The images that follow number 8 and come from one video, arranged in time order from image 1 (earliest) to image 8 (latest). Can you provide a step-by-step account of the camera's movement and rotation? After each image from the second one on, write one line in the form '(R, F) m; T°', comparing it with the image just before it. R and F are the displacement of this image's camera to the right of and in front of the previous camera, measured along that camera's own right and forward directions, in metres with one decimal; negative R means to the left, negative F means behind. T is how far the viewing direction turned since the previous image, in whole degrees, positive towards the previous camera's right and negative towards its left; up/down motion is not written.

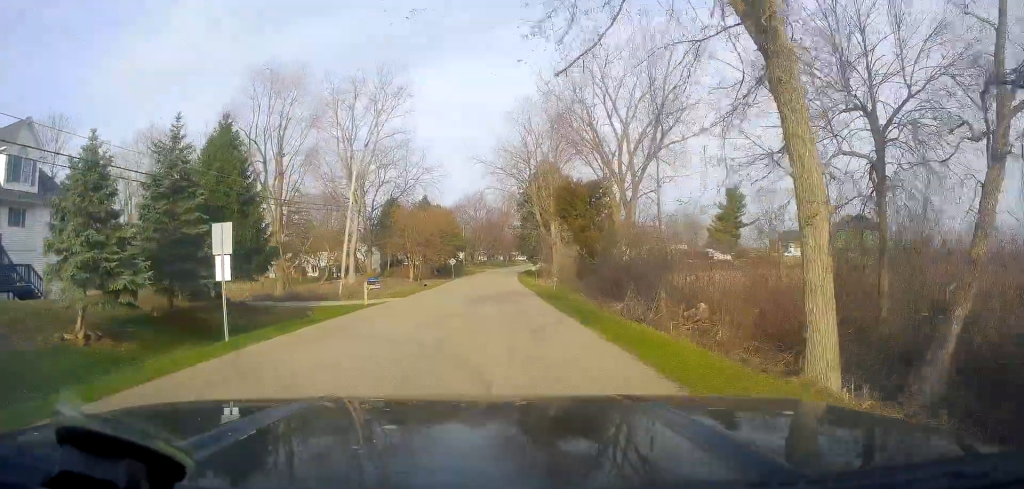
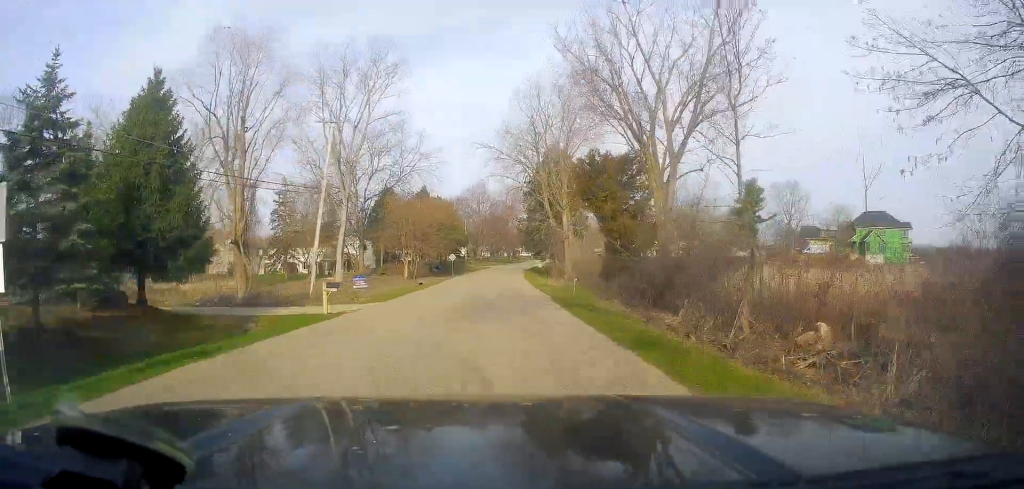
(-0.1, +7.9) m; -1°
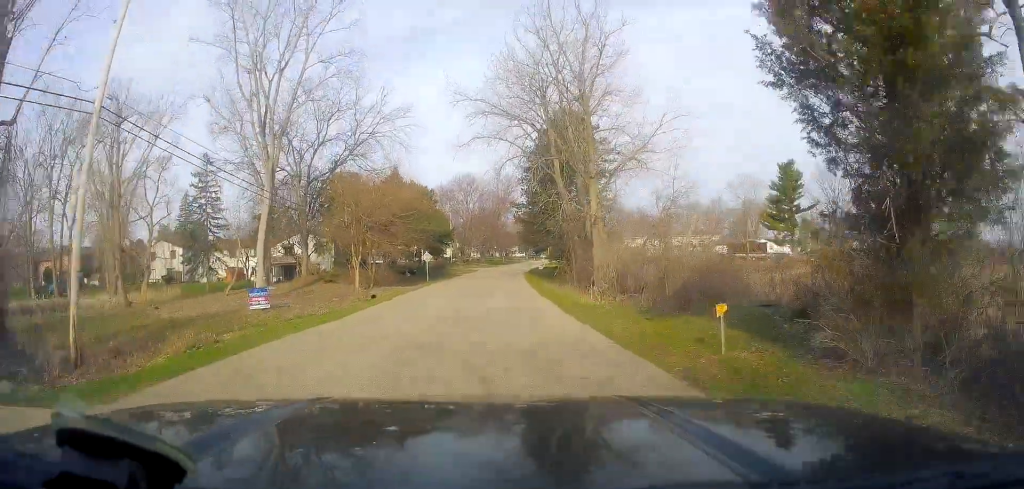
(0.0, +21.9) m; +1°
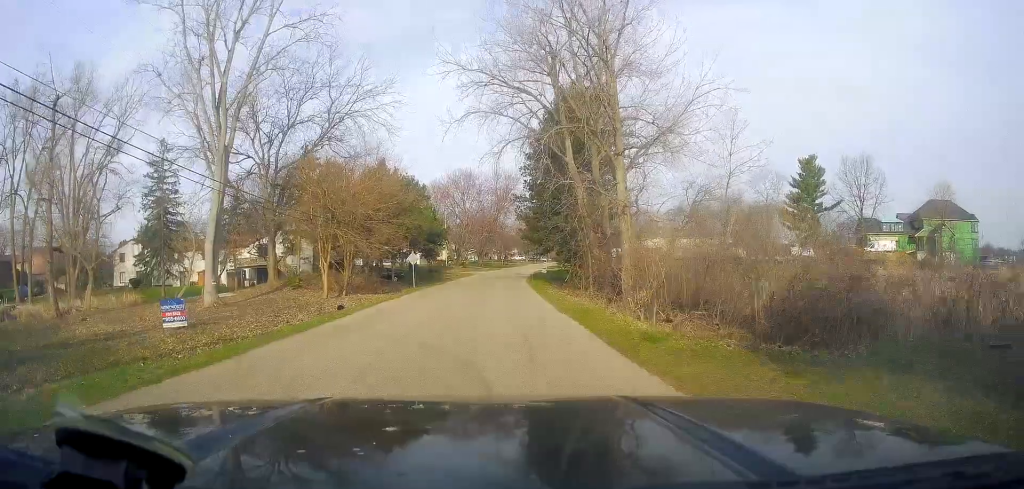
(-0.1, +9.0) m; +2°
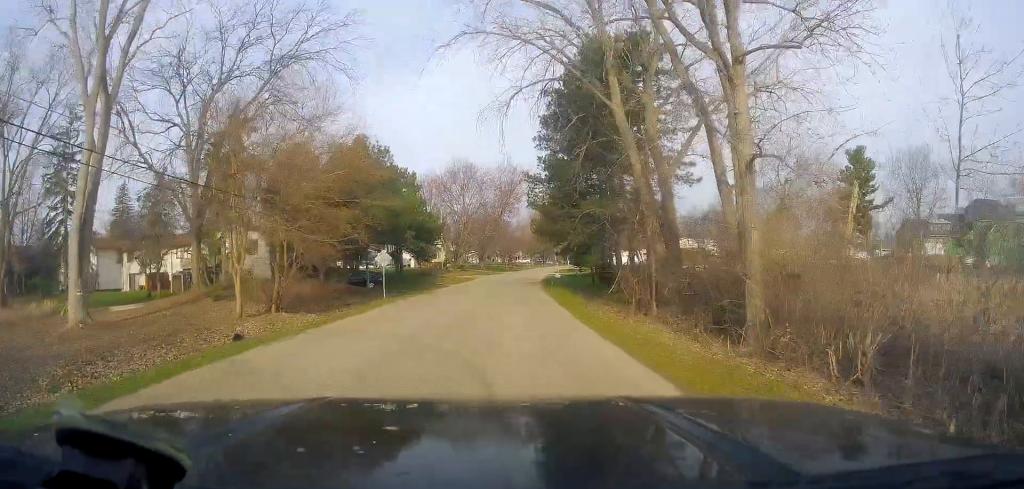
(+0.5, +14.9) m; 0°
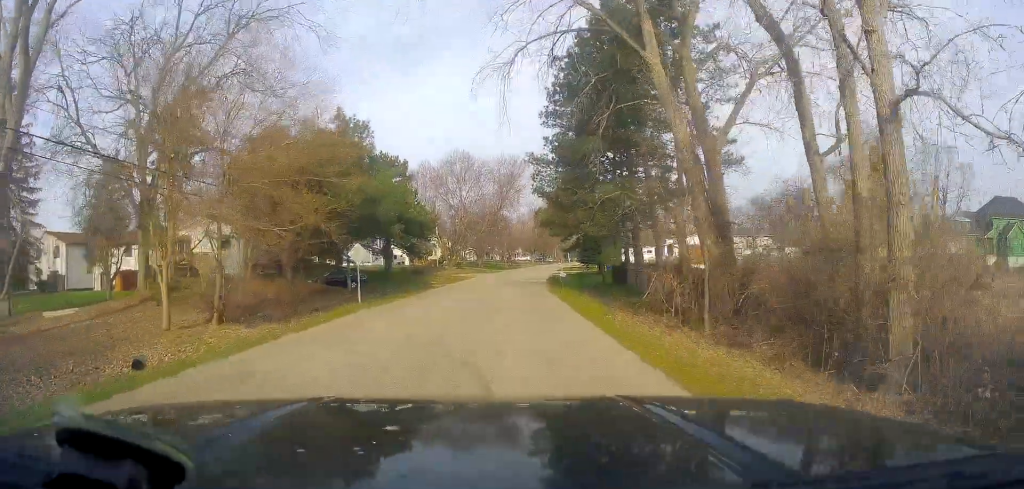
(-0.3, +6.5) m; -2°
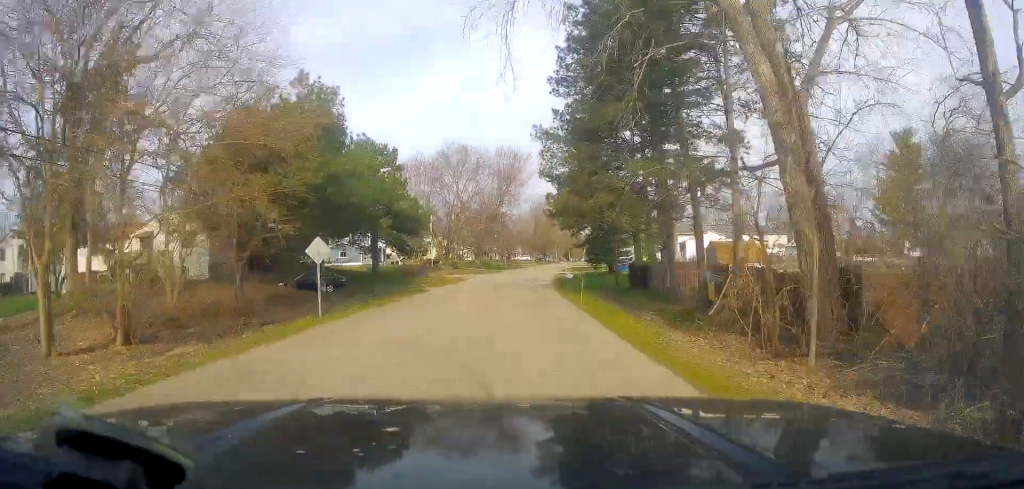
(0.0, +6.7) m; +1°
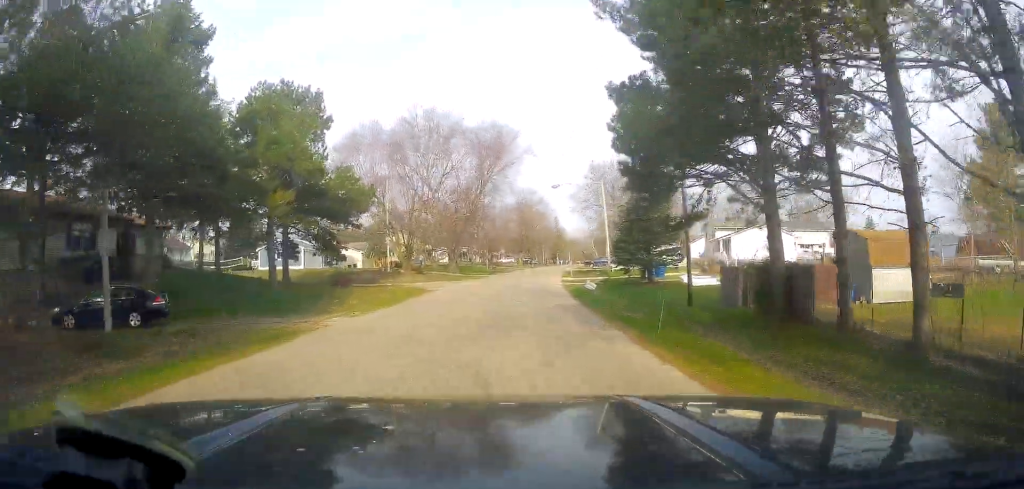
(+1.3, +22.1) m; +6°
